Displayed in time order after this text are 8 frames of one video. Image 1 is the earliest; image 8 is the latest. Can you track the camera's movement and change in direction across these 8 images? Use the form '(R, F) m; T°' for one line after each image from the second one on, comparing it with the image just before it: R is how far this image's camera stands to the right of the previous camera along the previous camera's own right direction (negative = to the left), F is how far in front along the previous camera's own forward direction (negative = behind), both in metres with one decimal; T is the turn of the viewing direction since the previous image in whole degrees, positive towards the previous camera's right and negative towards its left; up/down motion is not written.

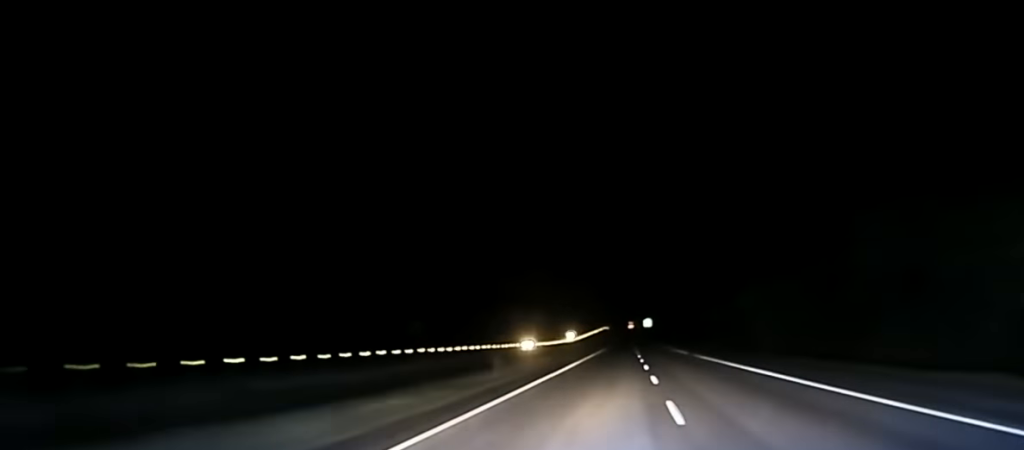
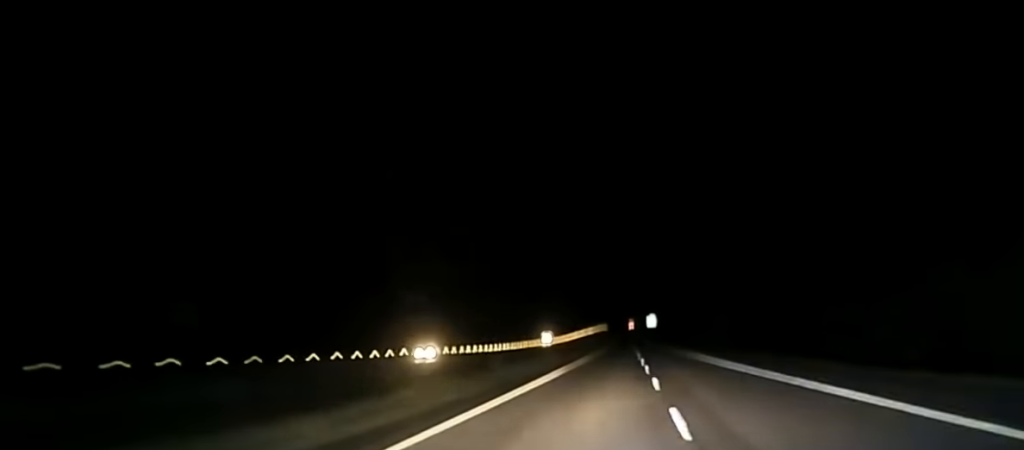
(-0.1, +87.6) m; 0°
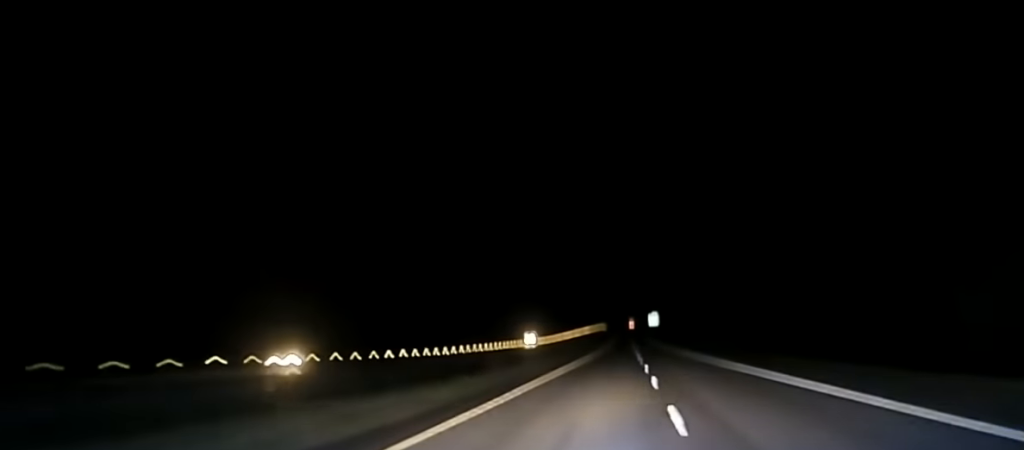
(+0.1, +36.0) m; 0°
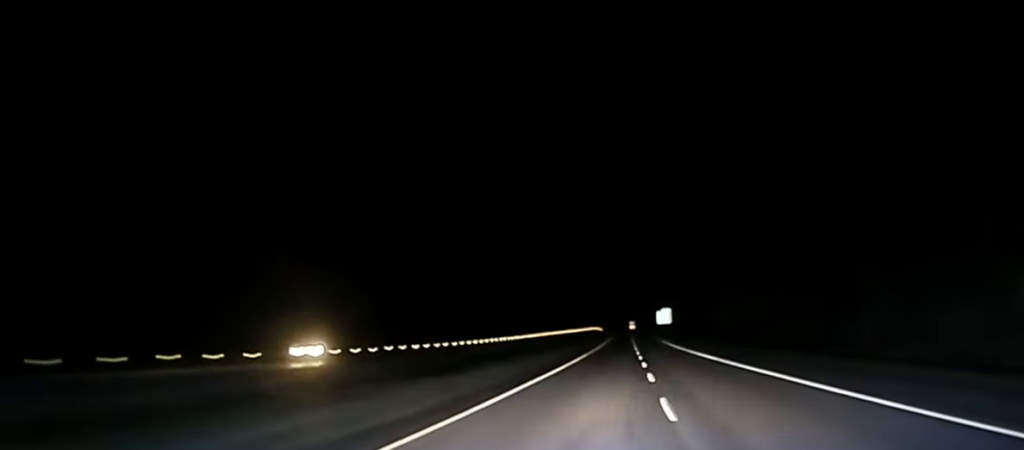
(-0.2, +121.5) m; 0°
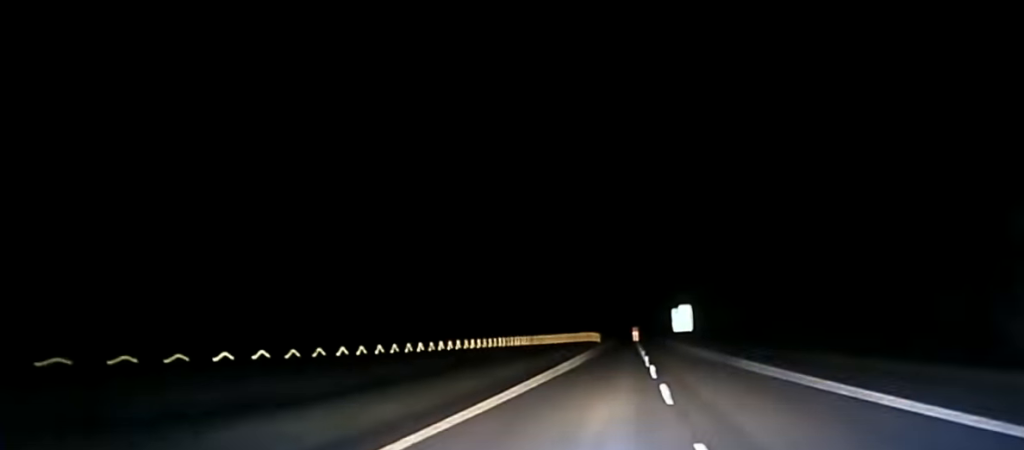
(-0.1, +94.4) m; 0°
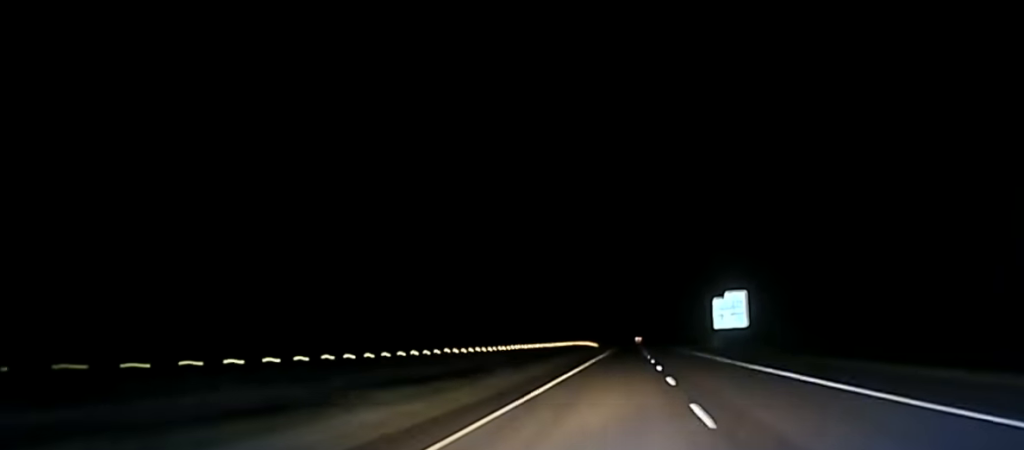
(+0.1, +103.2) m; 0°
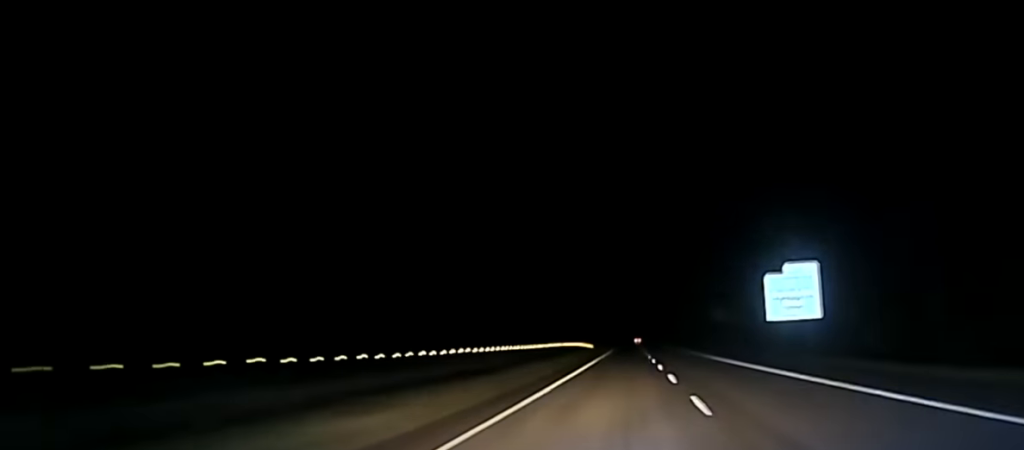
(0.0, +47.1) m; 0°
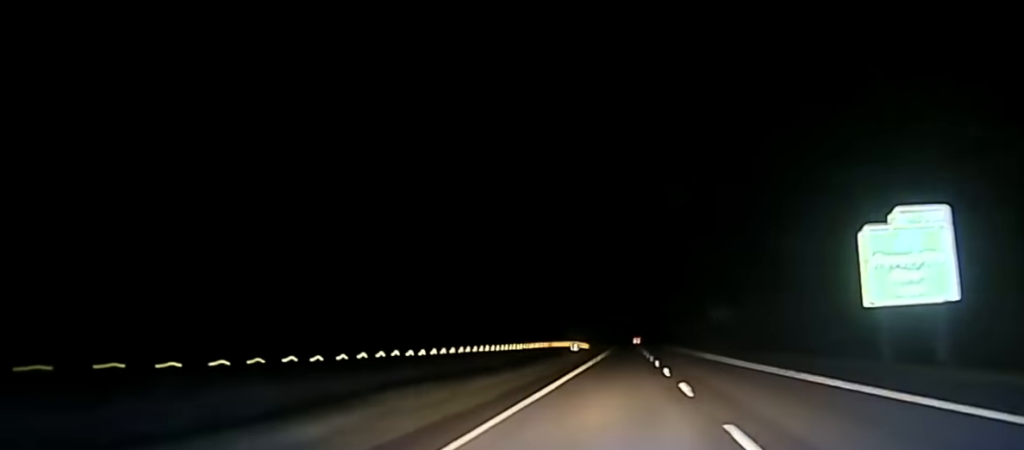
(0.0, +31.4) m; 0°
